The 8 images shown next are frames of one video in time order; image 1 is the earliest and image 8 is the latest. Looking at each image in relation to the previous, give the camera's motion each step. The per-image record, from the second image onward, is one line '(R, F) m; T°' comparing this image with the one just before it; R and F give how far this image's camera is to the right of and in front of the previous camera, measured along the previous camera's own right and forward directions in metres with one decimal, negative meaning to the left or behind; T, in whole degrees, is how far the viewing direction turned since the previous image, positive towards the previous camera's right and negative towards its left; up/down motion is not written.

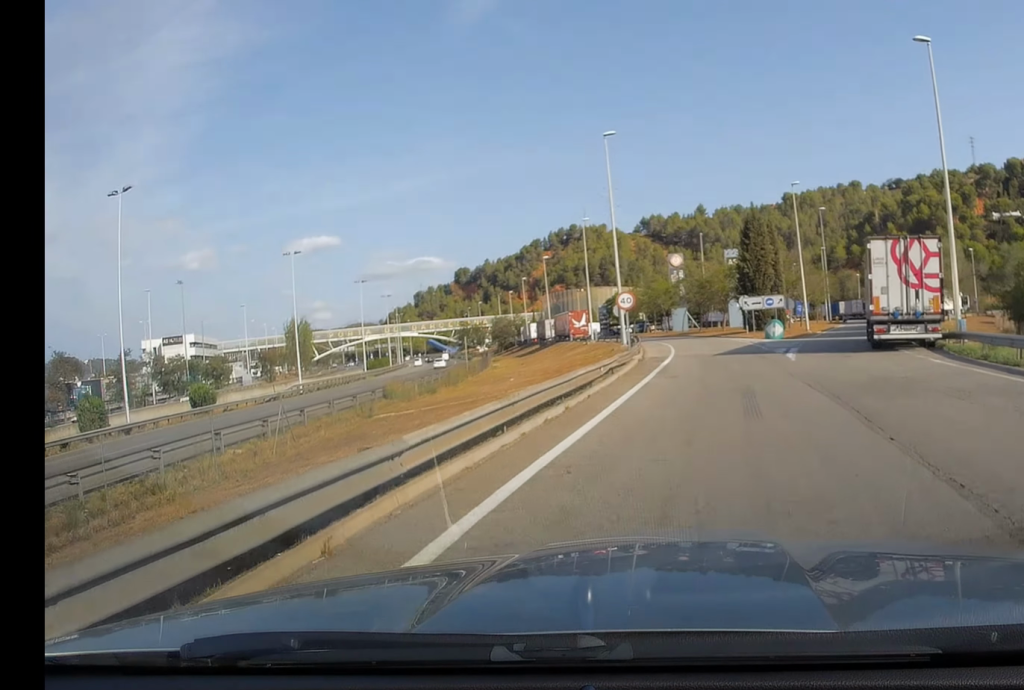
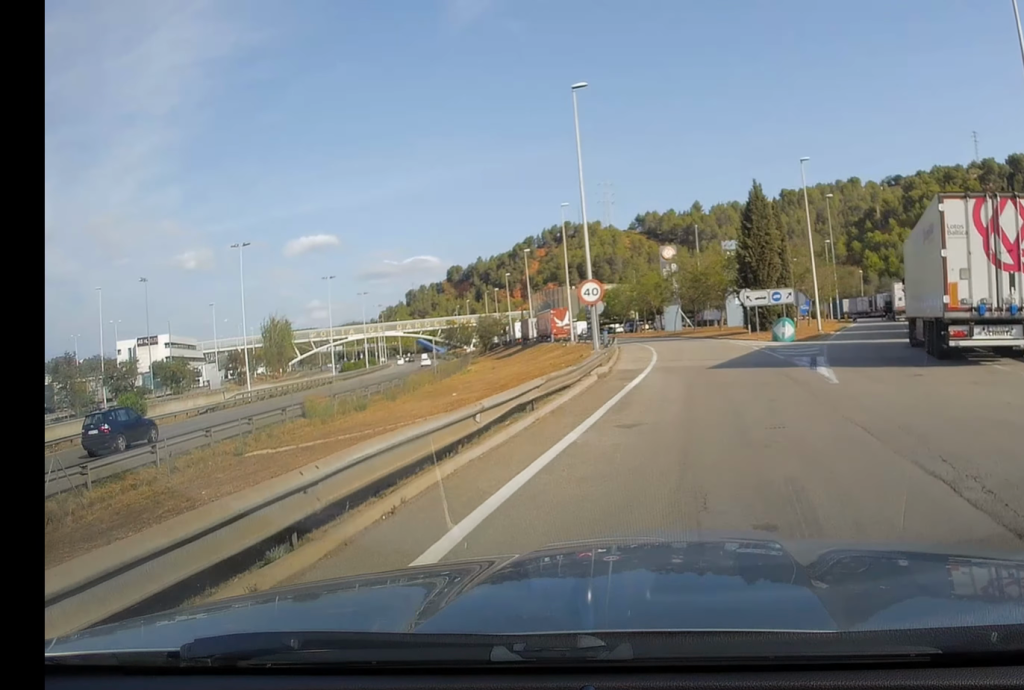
(0.0, +9.0) m; 0°
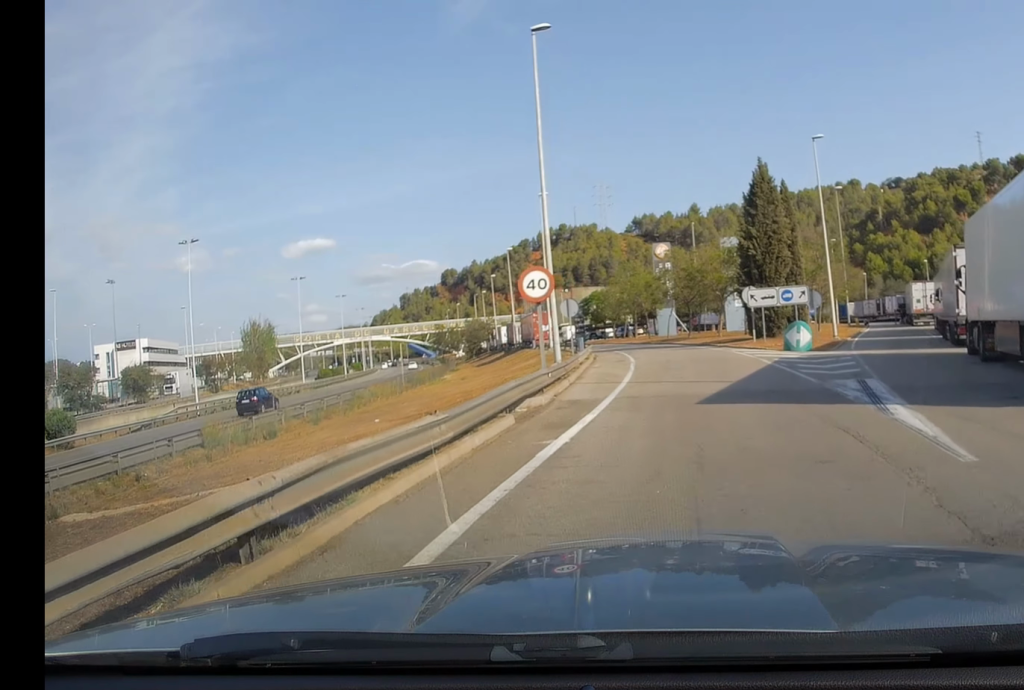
(0.0, +7.7) m; 0°
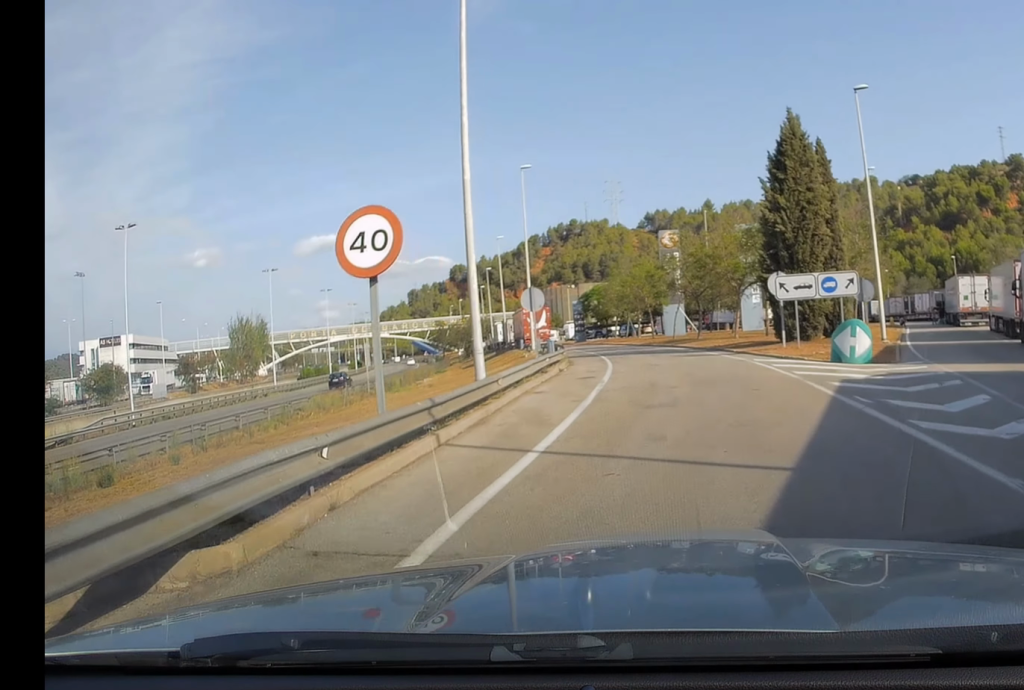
(0.0, +9.8) m; -1°
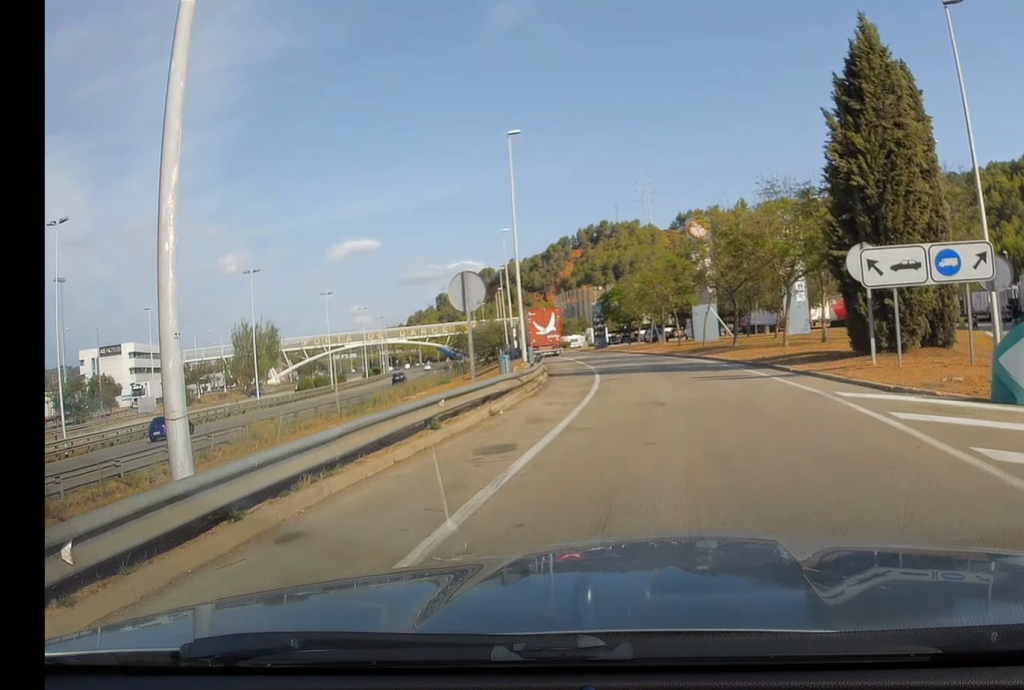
(-0.1, +10.8) m; -2°
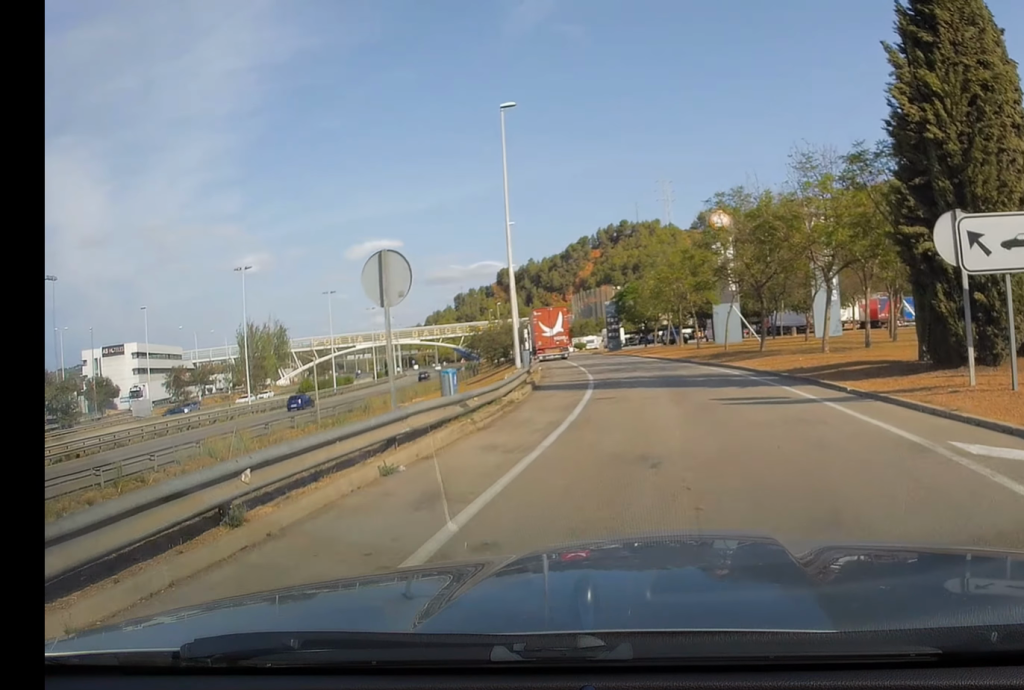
(-0.1, +5.7) m; -1°
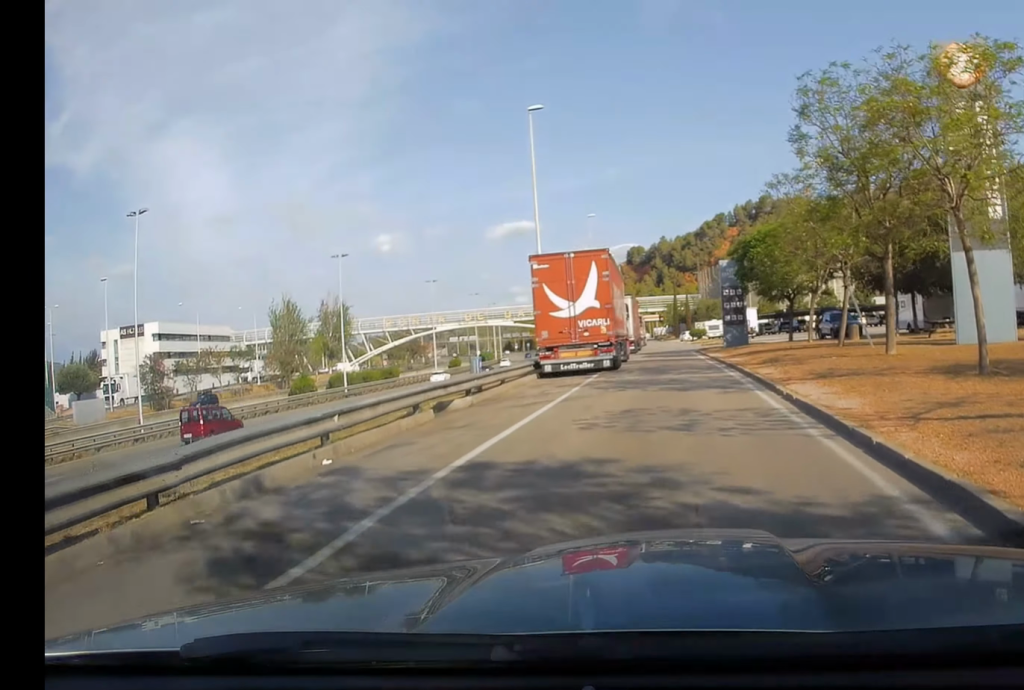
(-2.8, +33.3) m; -10°
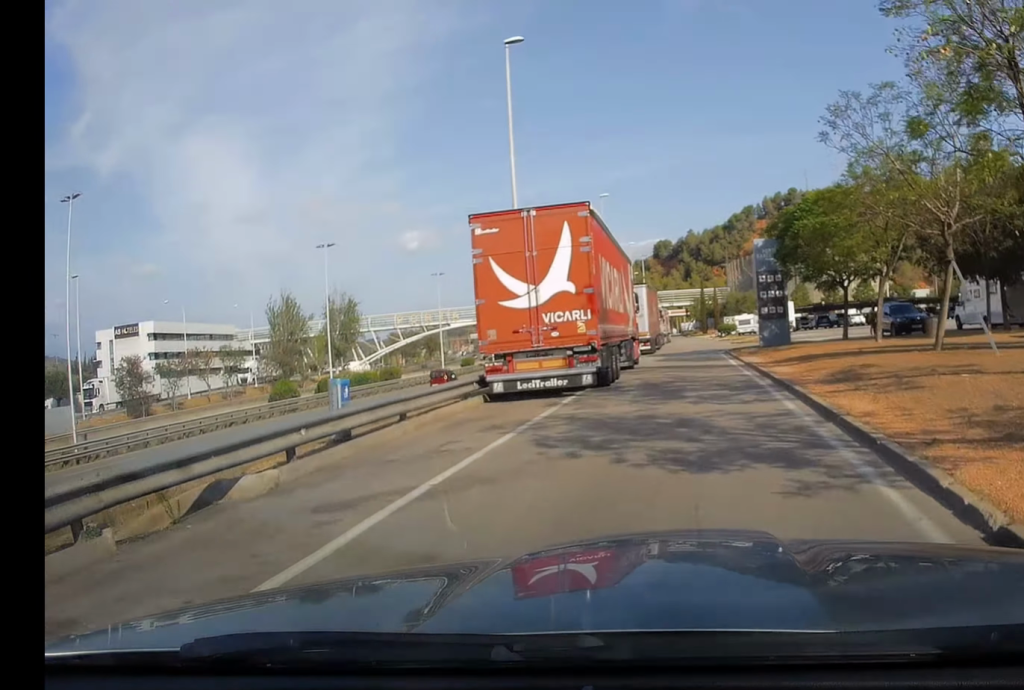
(-0.2, +9.0) m; -2°
